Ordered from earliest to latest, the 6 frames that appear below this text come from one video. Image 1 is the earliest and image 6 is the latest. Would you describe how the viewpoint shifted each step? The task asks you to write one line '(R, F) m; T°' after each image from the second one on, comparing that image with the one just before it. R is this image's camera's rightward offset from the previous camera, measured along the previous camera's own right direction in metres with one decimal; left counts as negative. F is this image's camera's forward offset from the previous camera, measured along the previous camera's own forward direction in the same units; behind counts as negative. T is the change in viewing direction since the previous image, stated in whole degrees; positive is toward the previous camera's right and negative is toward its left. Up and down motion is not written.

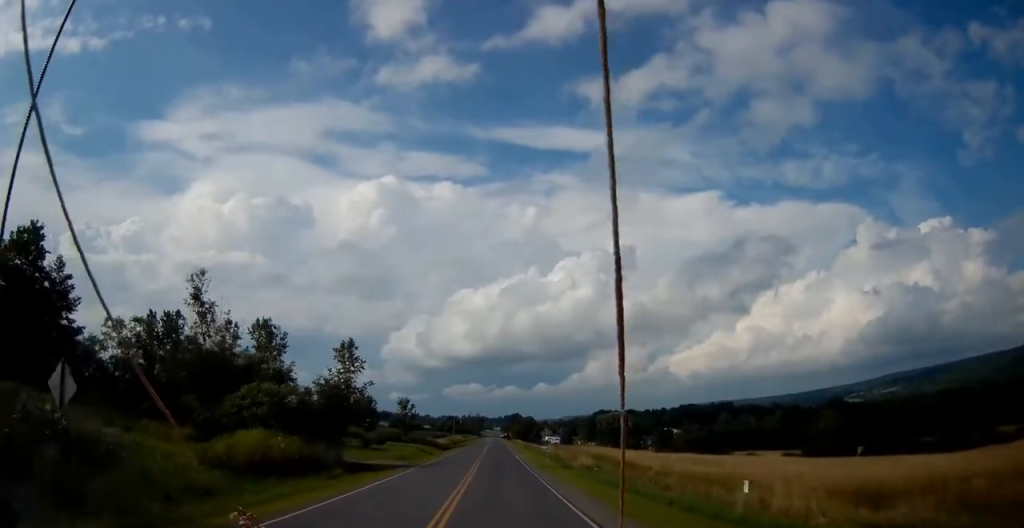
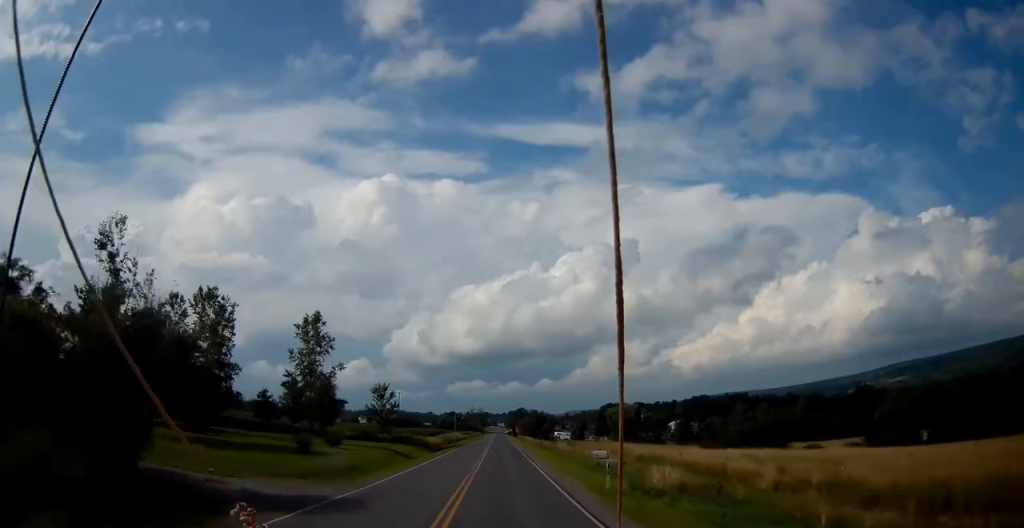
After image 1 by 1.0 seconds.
(0.0, +20.7) m; 0°
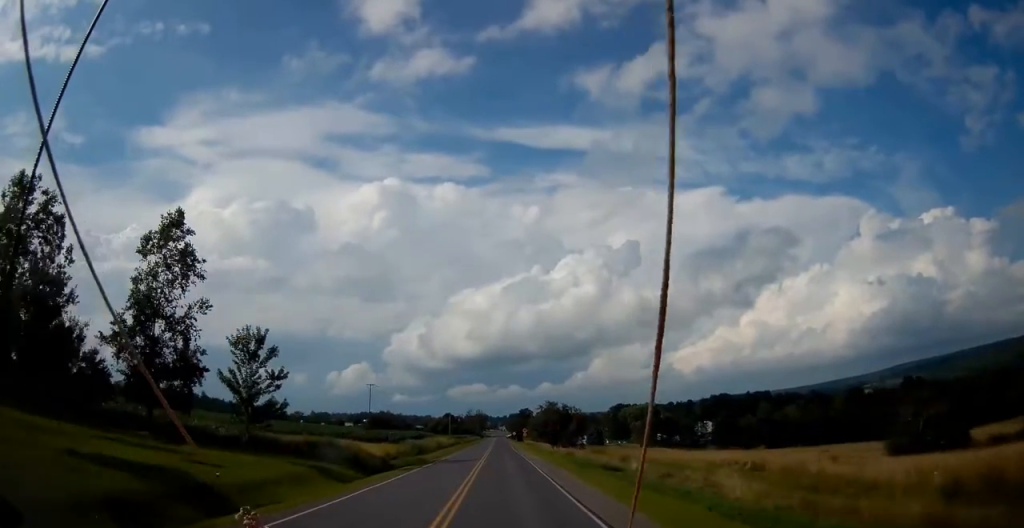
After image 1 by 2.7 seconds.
(0.0, +38.2) m; 0°
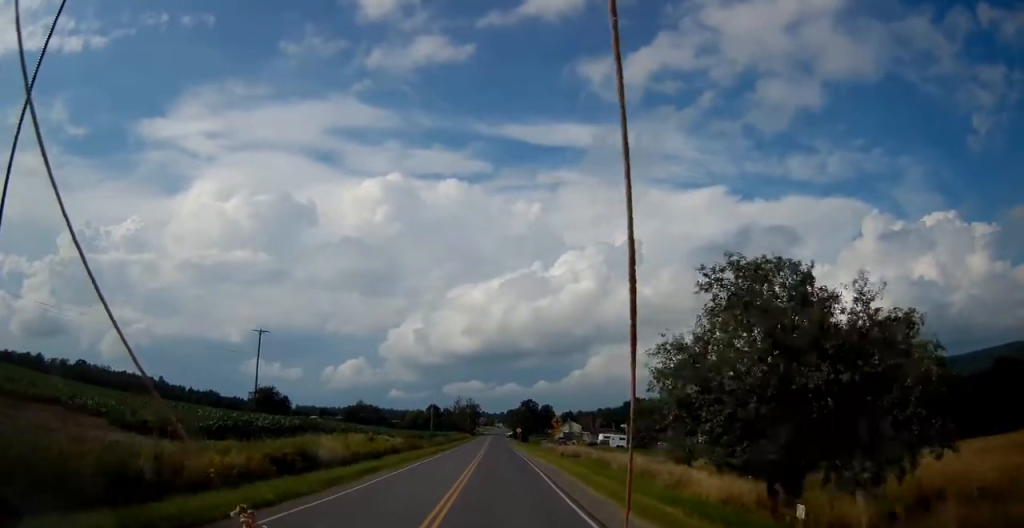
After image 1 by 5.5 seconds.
(+0.6, +60.7) m; +1°
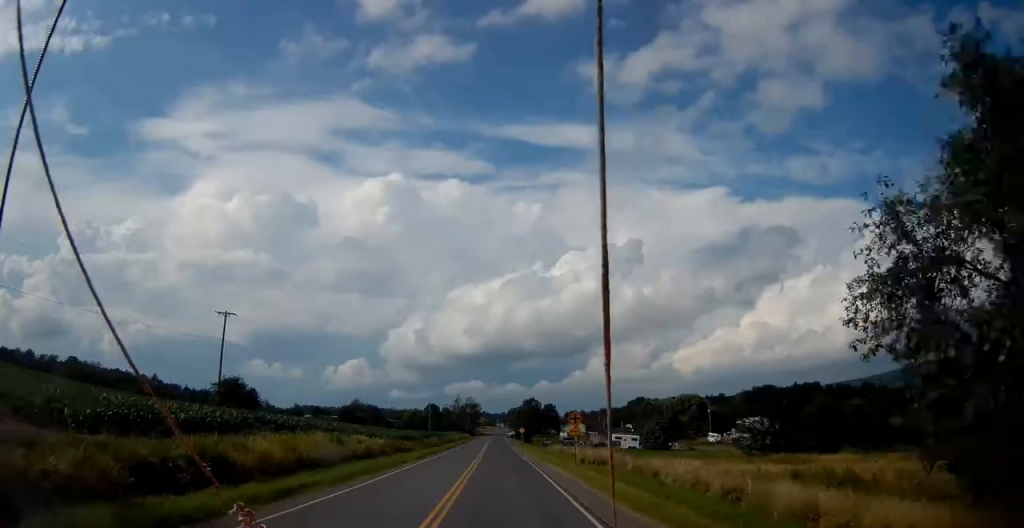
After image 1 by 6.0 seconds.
(0.0, +10.1) m; 0°
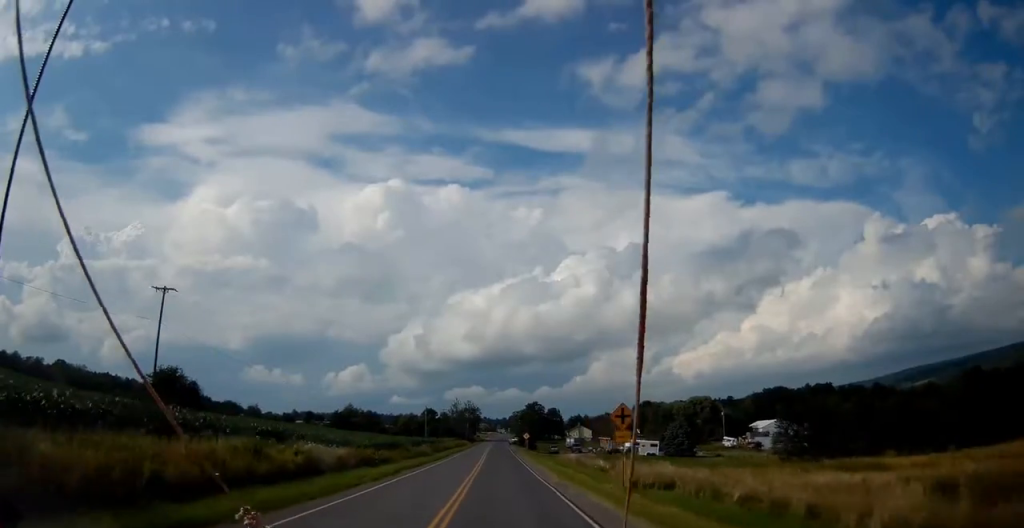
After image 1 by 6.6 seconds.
(-0.1, +12.9) m; 0°
